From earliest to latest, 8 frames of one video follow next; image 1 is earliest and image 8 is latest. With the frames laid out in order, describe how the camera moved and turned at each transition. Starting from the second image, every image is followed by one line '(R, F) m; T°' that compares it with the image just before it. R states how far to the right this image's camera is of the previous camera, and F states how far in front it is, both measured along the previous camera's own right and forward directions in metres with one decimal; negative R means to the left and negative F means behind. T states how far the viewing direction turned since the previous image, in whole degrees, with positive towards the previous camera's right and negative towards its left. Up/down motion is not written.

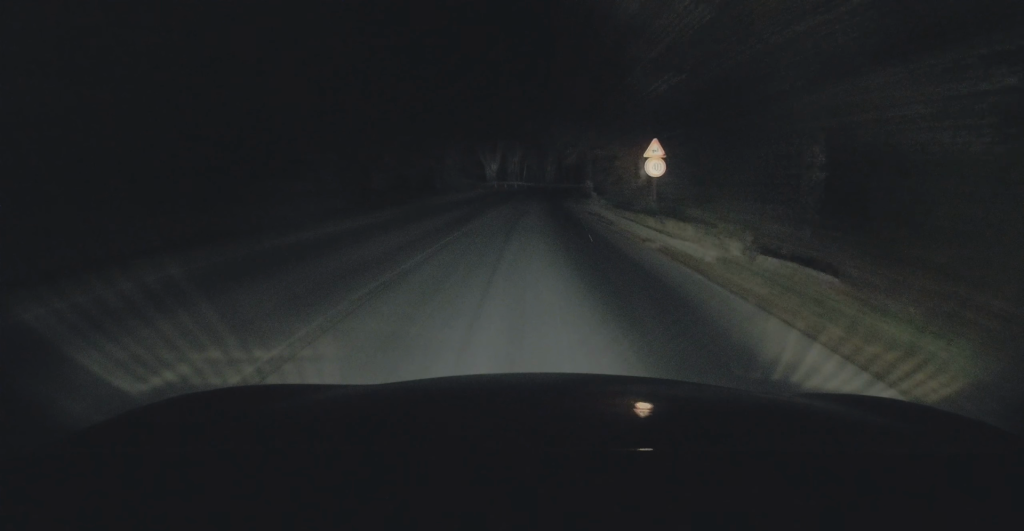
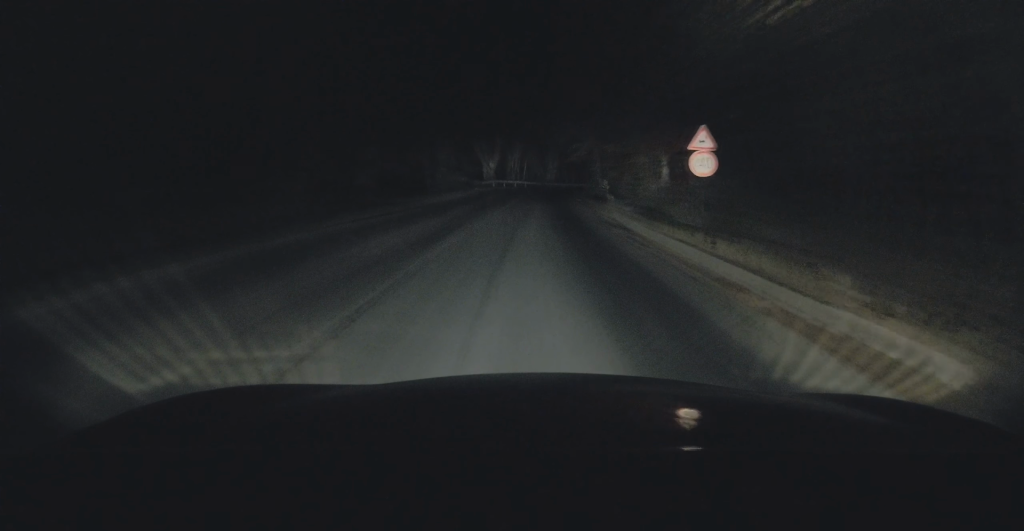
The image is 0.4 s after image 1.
(+0.1, +5.6) m; +1°
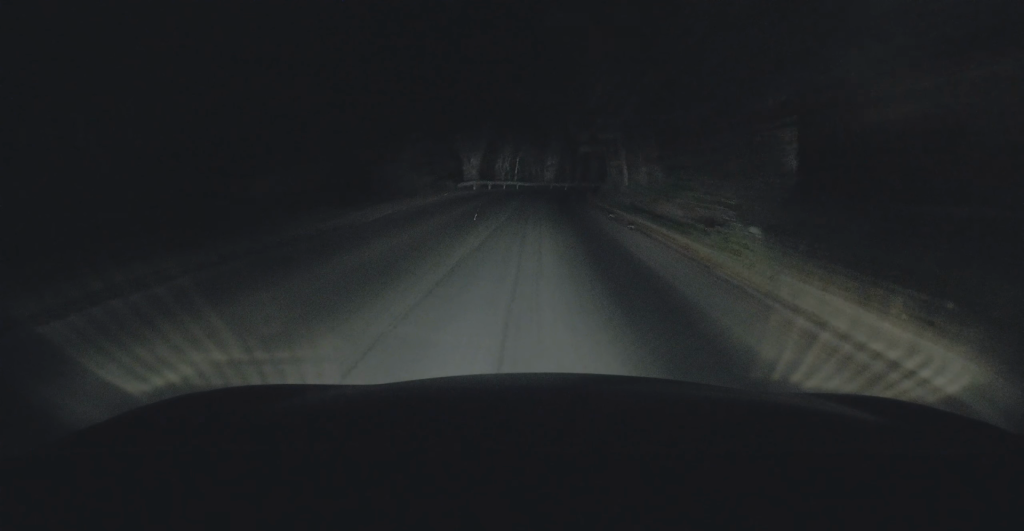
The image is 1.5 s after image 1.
(+0.4, +15.1) m; +1°
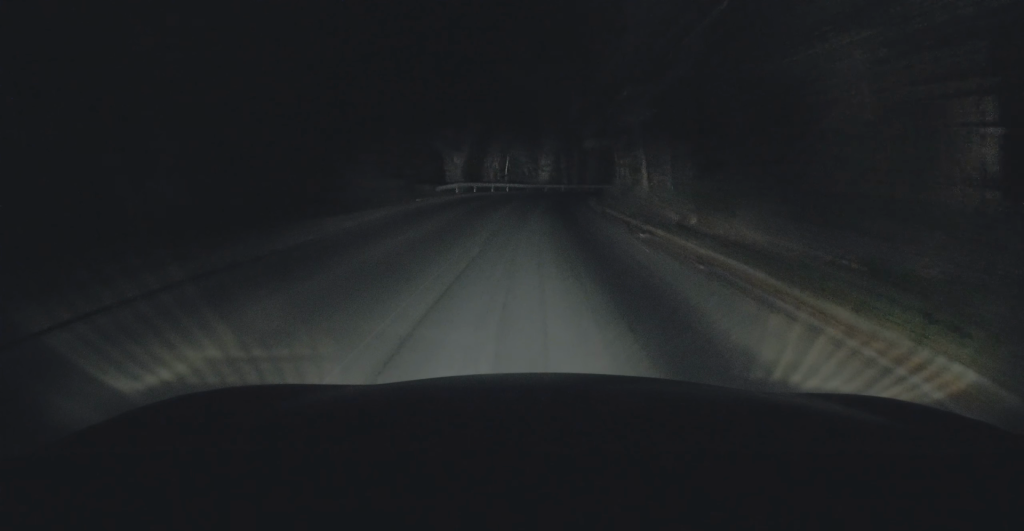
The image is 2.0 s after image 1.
(0.0, +7.2) m; 0°
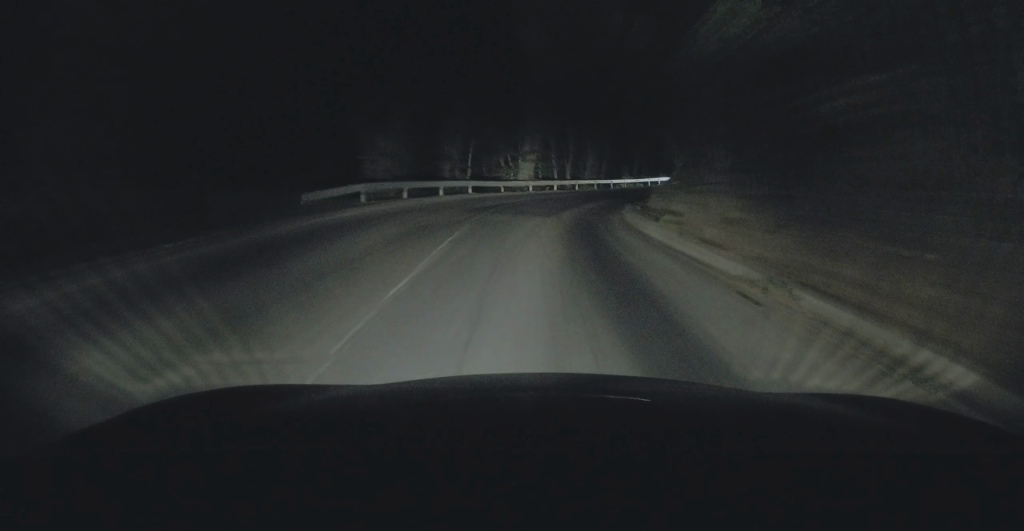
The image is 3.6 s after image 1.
(-0.3, +20.7) m; +3°
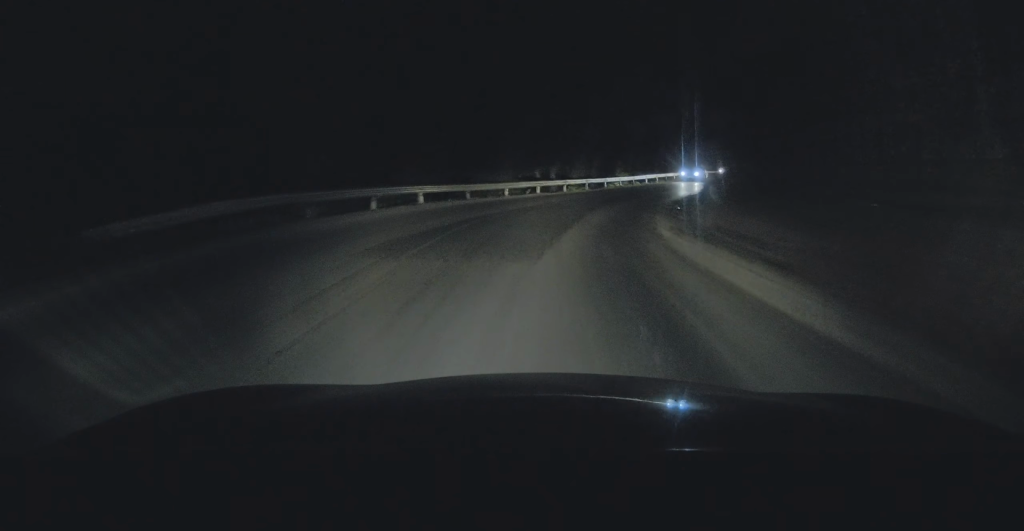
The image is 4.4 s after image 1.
(+0.5, +9.0) m; +4°
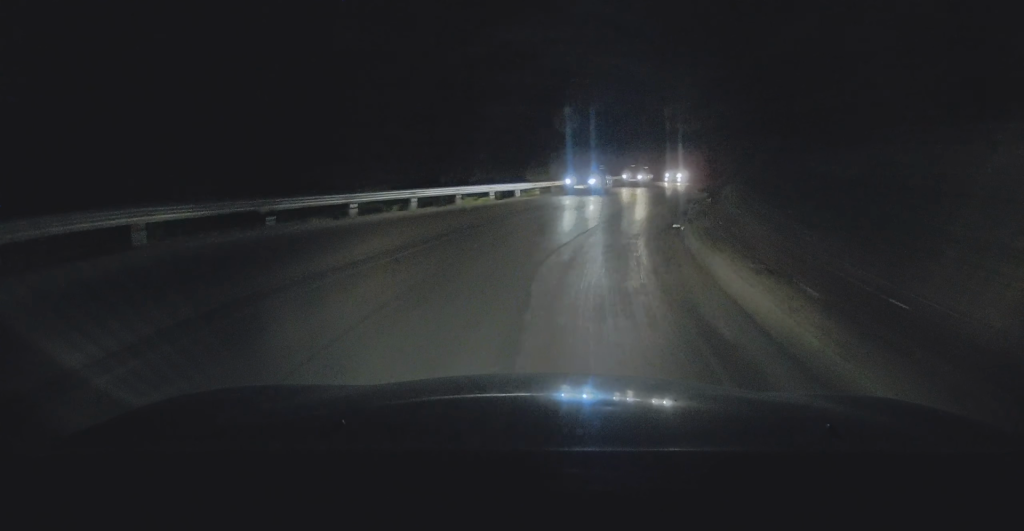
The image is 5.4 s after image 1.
(+0.6, +12.9) m; +7°
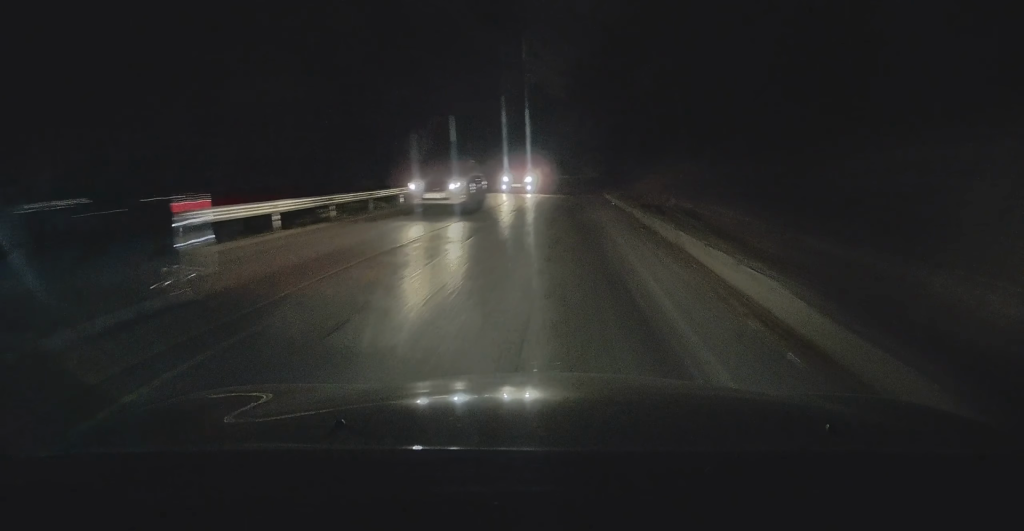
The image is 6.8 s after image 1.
(+1.4, +15.2) m; +9°
